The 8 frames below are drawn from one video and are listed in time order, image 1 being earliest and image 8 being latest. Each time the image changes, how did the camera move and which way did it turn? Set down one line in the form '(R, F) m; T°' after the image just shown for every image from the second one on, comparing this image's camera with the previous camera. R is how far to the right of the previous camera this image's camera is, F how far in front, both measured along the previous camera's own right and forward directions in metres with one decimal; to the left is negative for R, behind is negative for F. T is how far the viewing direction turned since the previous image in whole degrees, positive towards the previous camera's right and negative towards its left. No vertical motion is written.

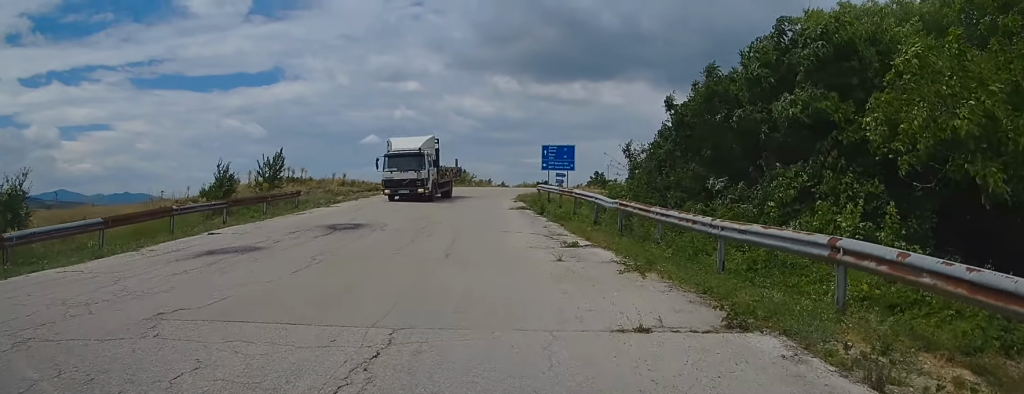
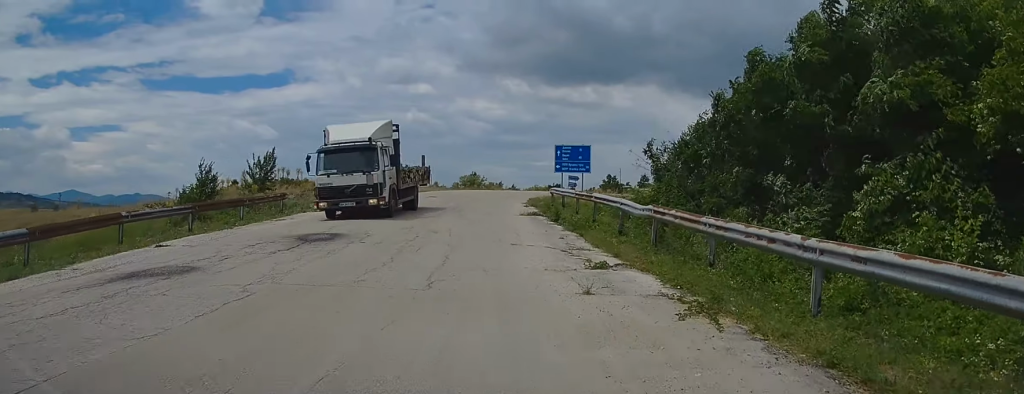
(0.0, +3.4) m; 0°
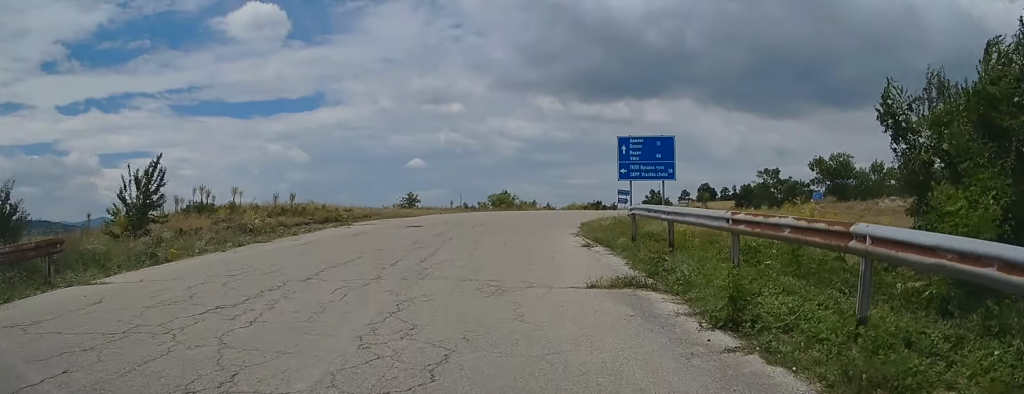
(-0.1, +16.6) m; -2°
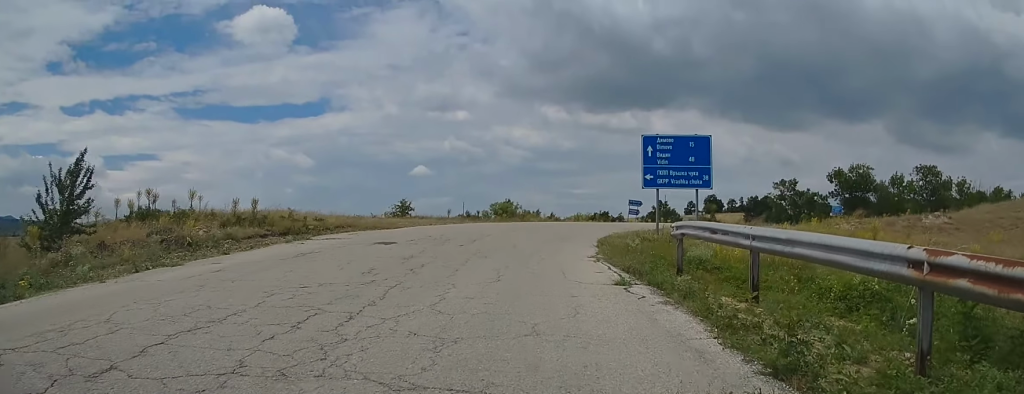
(-0.2, +4.9) m; 0°
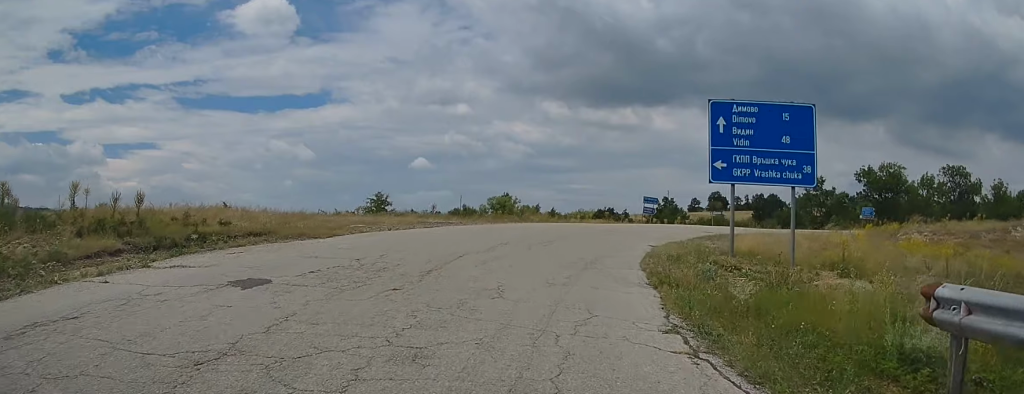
(+0.2, +8.5) m; +3°
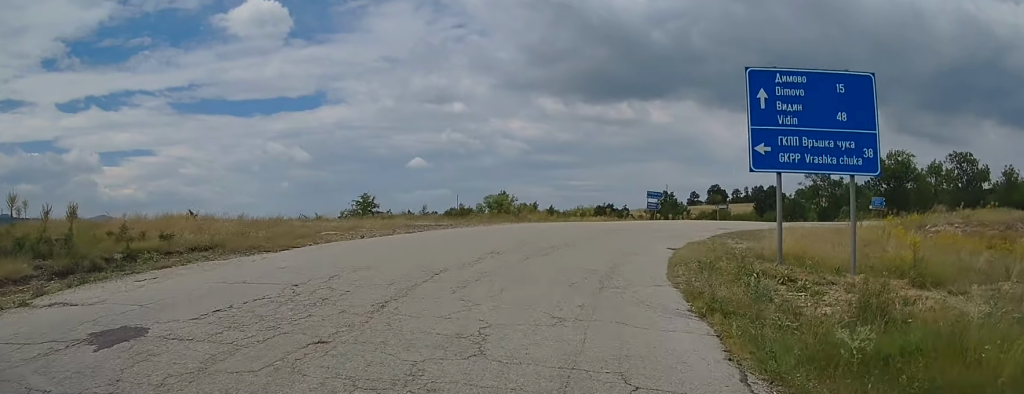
(+0.1, +3.2) m; +1°
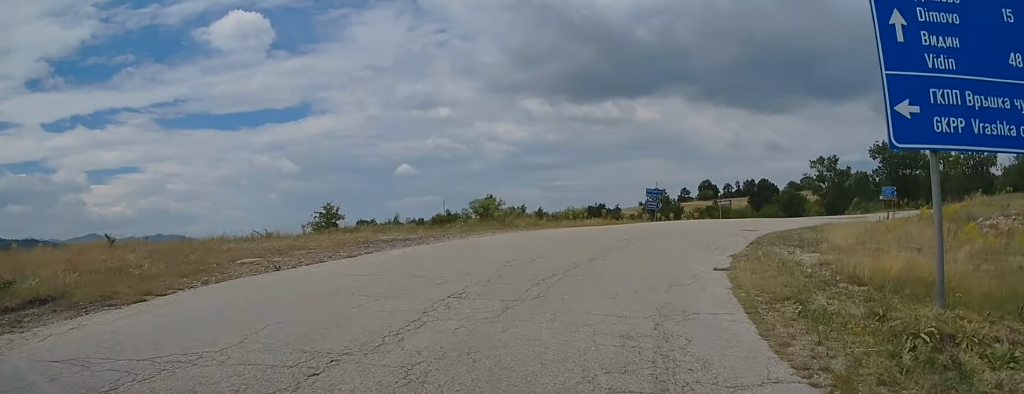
(0.0, +5.3) m; +2°
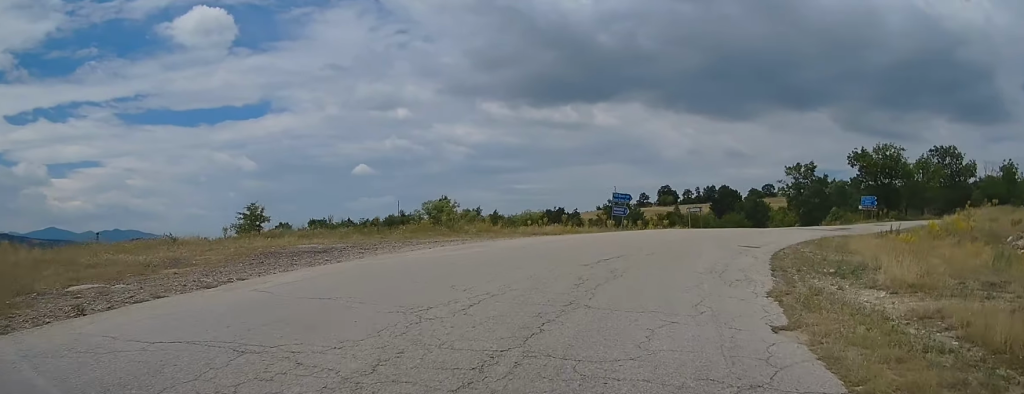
(-0.1, +4.9) m; +4°
